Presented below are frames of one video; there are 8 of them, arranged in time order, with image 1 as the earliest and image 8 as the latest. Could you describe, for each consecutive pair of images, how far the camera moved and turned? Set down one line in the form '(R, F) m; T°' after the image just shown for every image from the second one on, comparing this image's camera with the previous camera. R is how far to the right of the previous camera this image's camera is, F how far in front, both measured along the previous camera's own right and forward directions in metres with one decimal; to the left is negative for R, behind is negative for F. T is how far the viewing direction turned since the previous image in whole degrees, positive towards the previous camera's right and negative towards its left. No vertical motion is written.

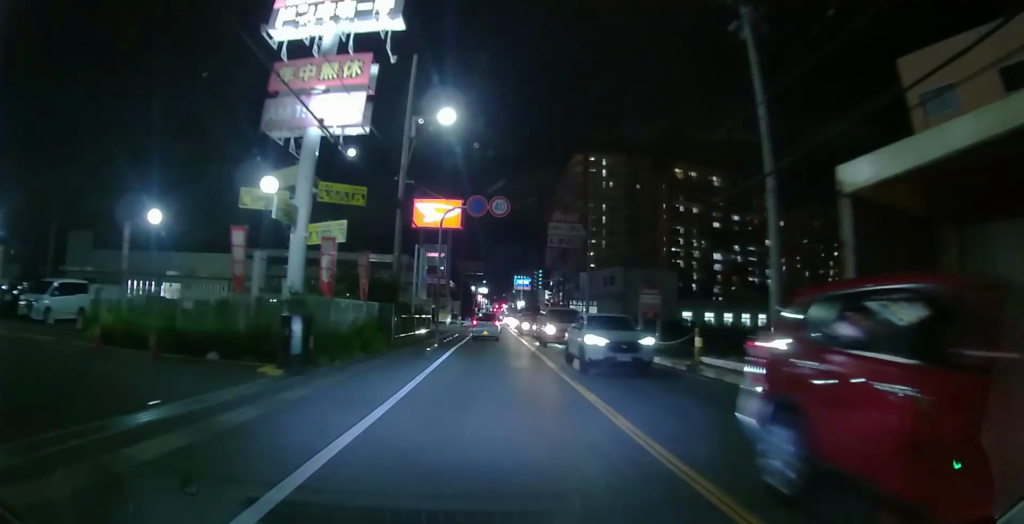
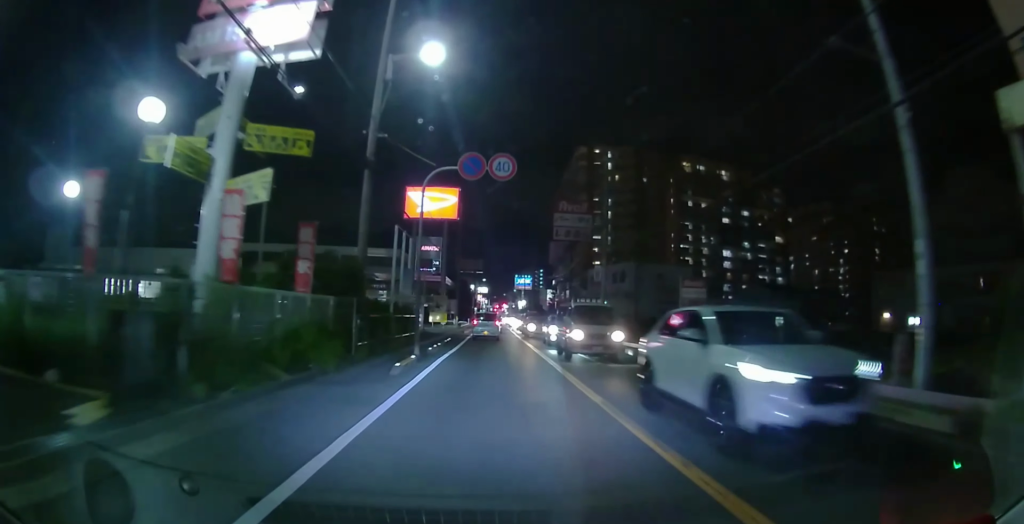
(0.0, +6.0) m; 0°
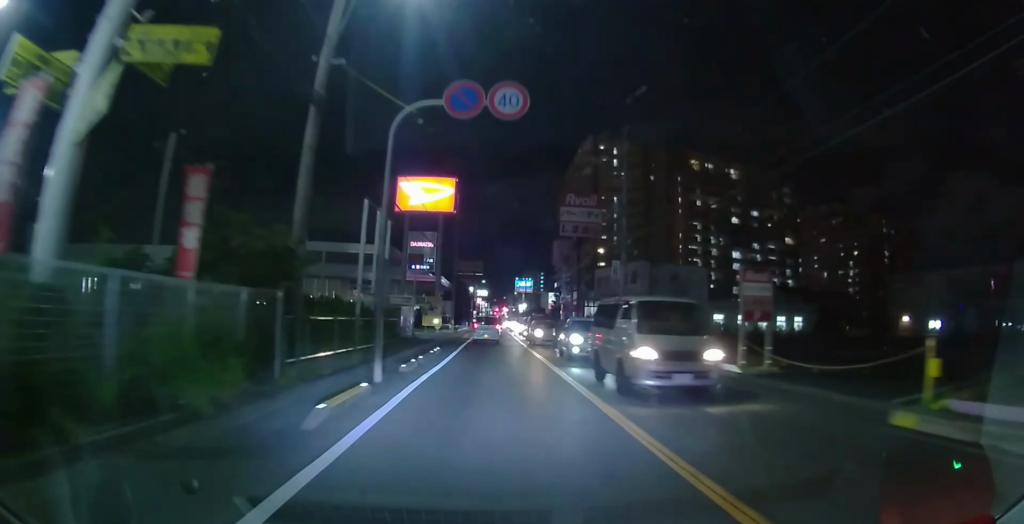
(0.0, +5.6) m; 0°
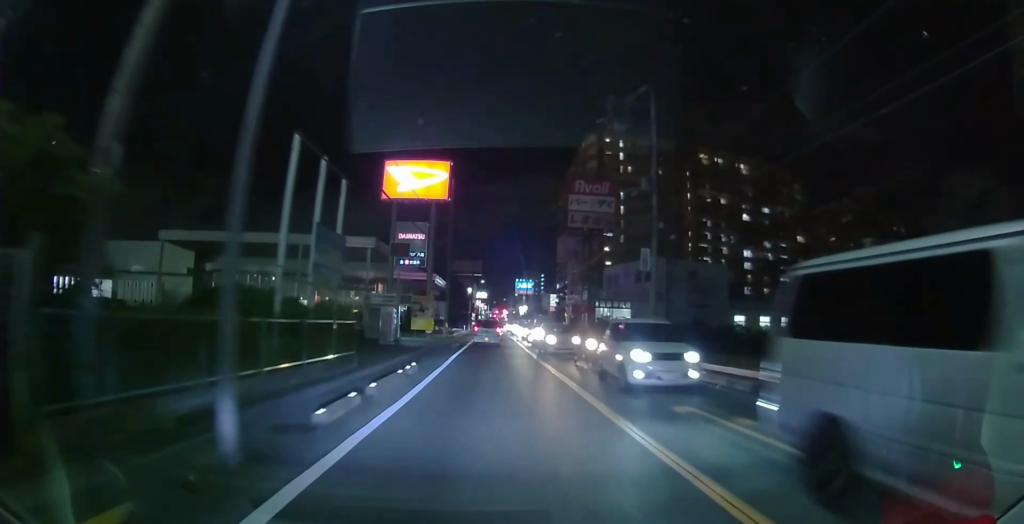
(0.0, +6.2) m; 0°
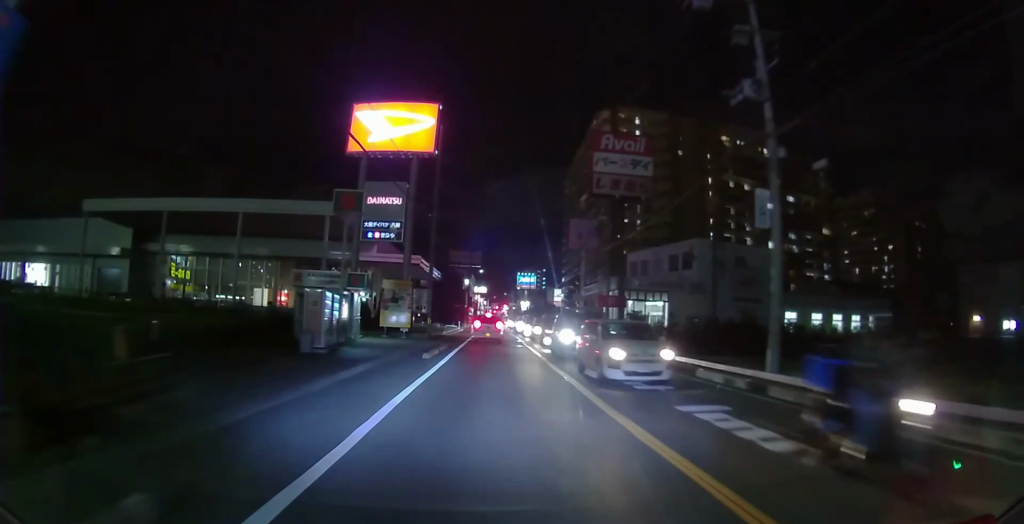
(0.0, +11.2) m; 0°
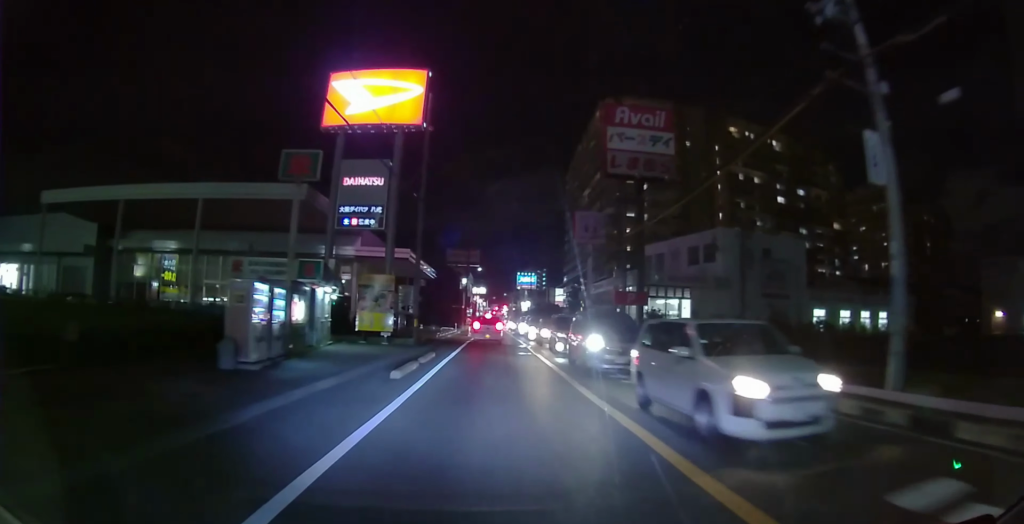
(0.0, +5.2) m; 0°
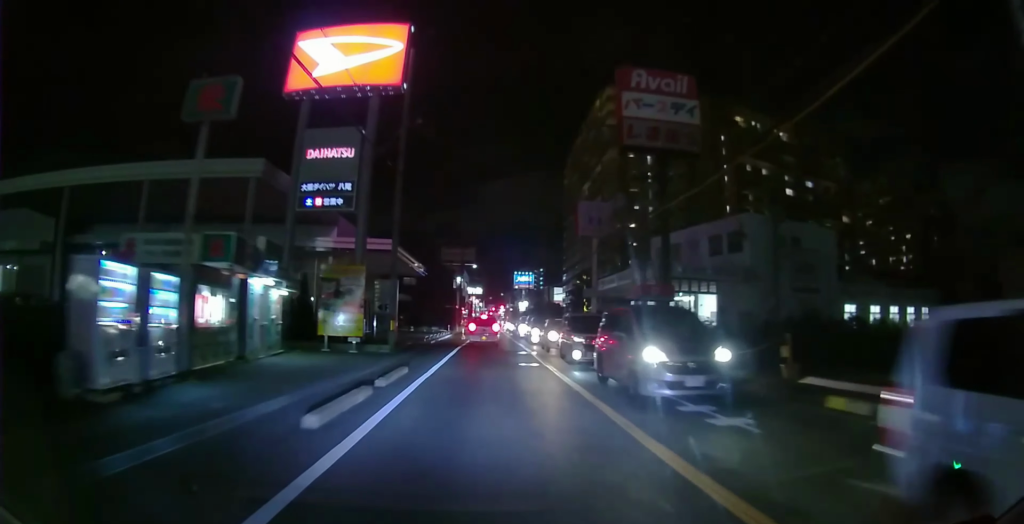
(0.0, +4.8) m; 0°
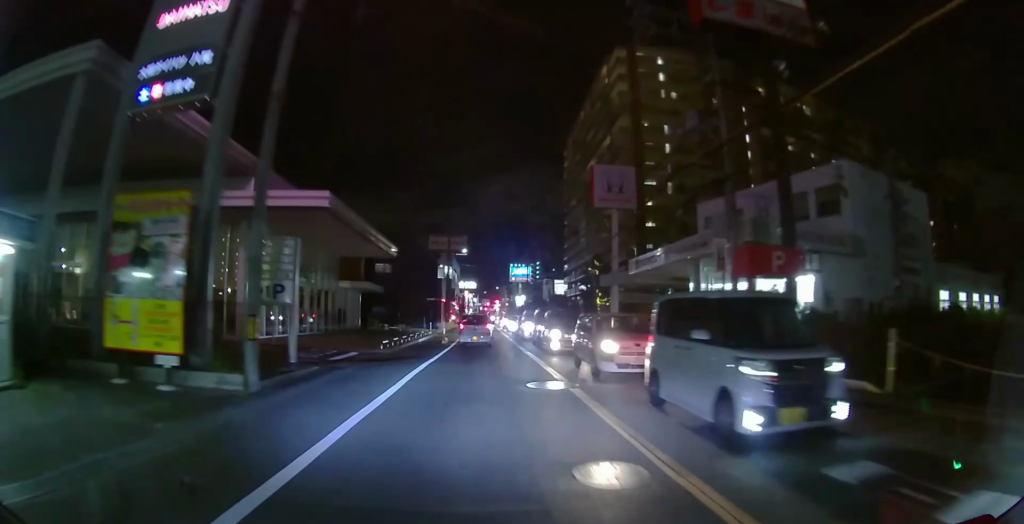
(0.0, +12.5) m; 0°
